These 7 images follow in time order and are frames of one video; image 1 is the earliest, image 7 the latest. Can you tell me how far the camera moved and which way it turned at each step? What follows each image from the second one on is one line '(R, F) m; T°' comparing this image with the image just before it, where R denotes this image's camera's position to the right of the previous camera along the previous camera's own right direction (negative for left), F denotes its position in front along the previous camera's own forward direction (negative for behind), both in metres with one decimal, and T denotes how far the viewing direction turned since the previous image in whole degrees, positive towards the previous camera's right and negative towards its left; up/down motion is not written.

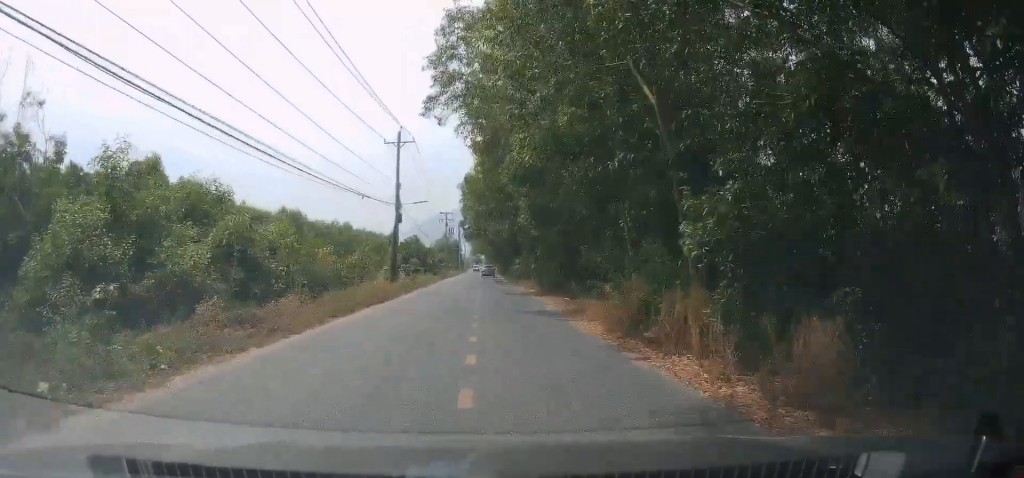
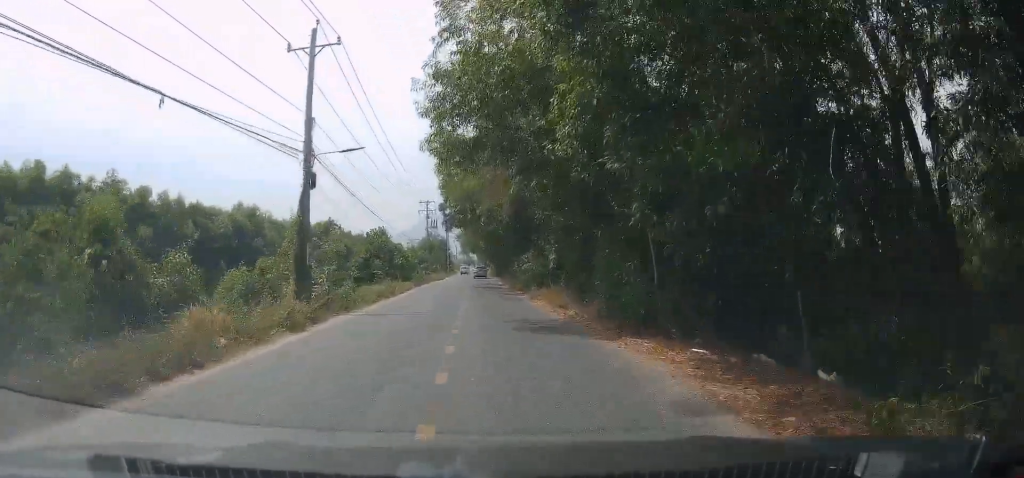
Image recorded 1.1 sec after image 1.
(+0.1, +20.0) m; 0°
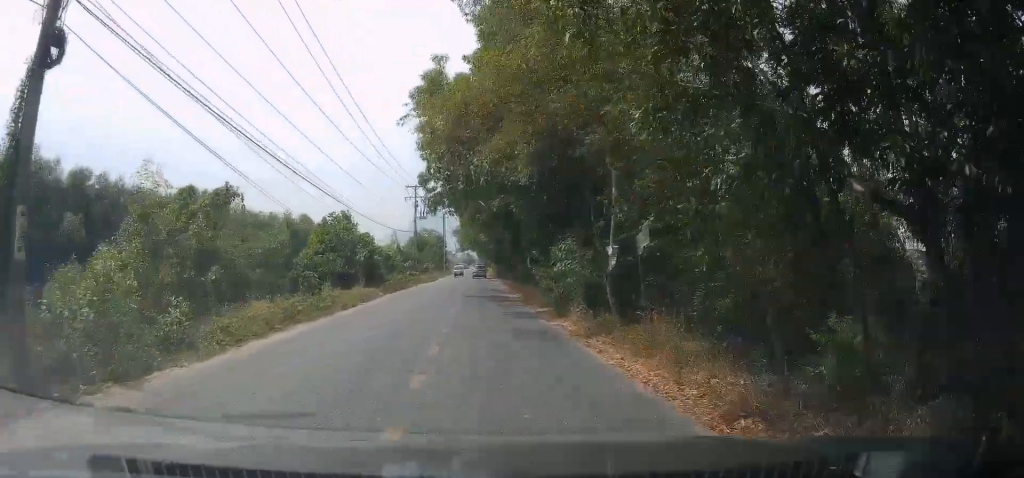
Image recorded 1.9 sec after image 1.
(0.0, +15.5) m; 0°
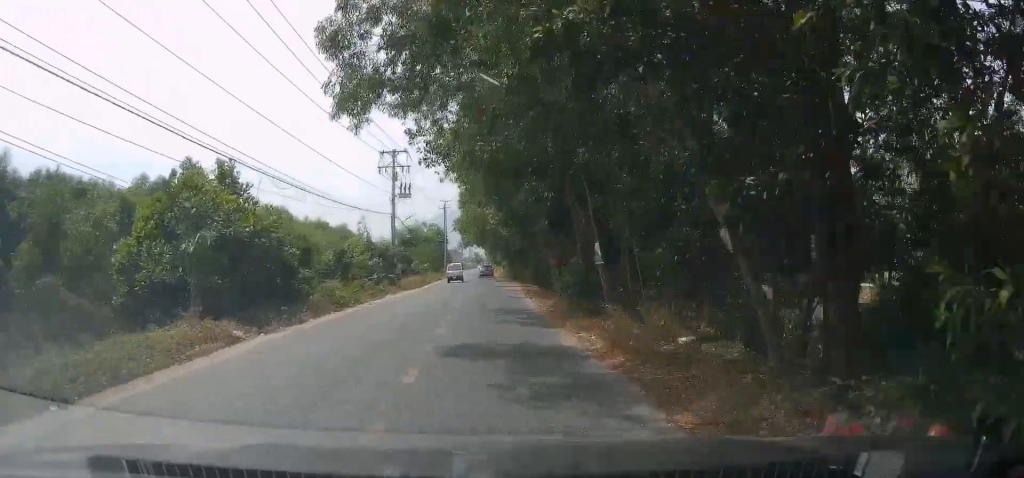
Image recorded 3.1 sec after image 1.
(0.0, +21.6) m; 0°
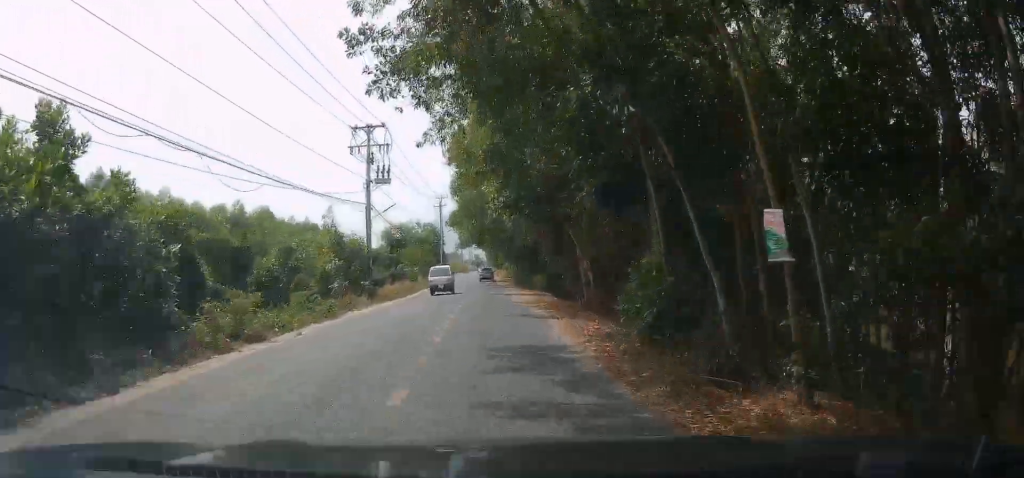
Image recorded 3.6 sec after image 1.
(0.0, +10.0) m; 0°
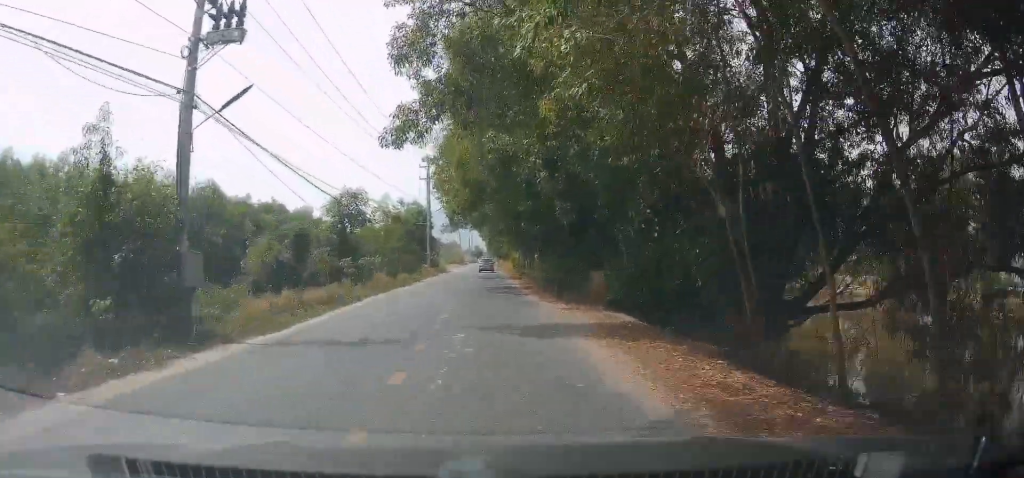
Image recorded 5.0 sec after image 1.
(-0.1, +24.7) m; 0°
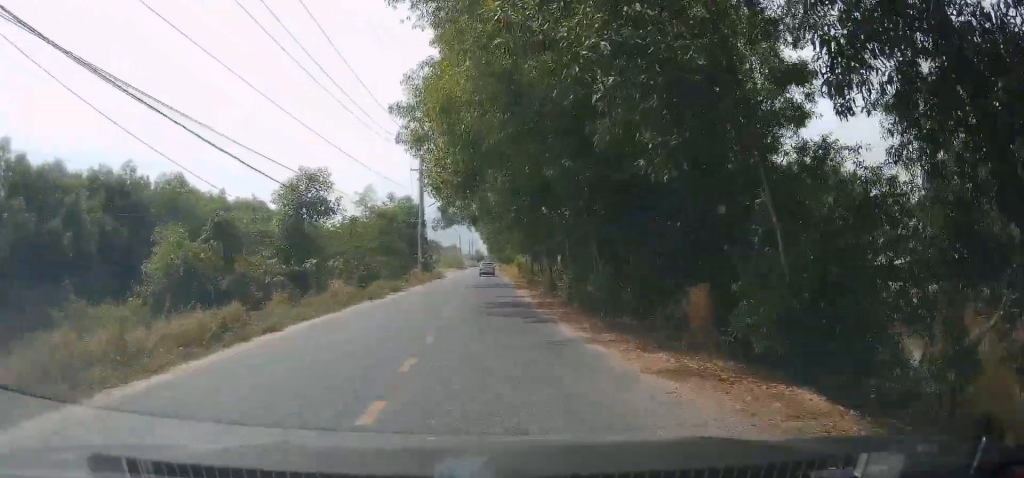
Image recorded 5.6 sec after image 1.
(0.0, +11.0) m; 0°
